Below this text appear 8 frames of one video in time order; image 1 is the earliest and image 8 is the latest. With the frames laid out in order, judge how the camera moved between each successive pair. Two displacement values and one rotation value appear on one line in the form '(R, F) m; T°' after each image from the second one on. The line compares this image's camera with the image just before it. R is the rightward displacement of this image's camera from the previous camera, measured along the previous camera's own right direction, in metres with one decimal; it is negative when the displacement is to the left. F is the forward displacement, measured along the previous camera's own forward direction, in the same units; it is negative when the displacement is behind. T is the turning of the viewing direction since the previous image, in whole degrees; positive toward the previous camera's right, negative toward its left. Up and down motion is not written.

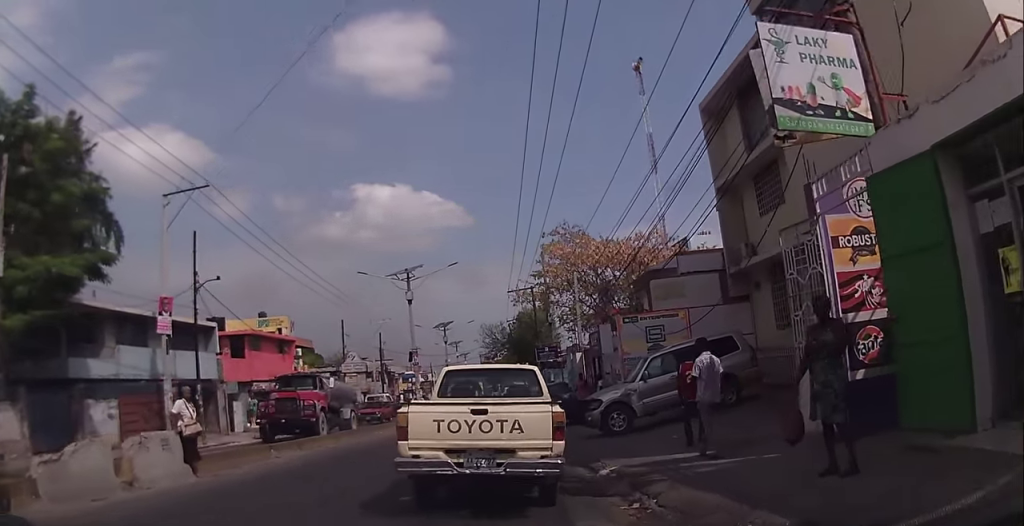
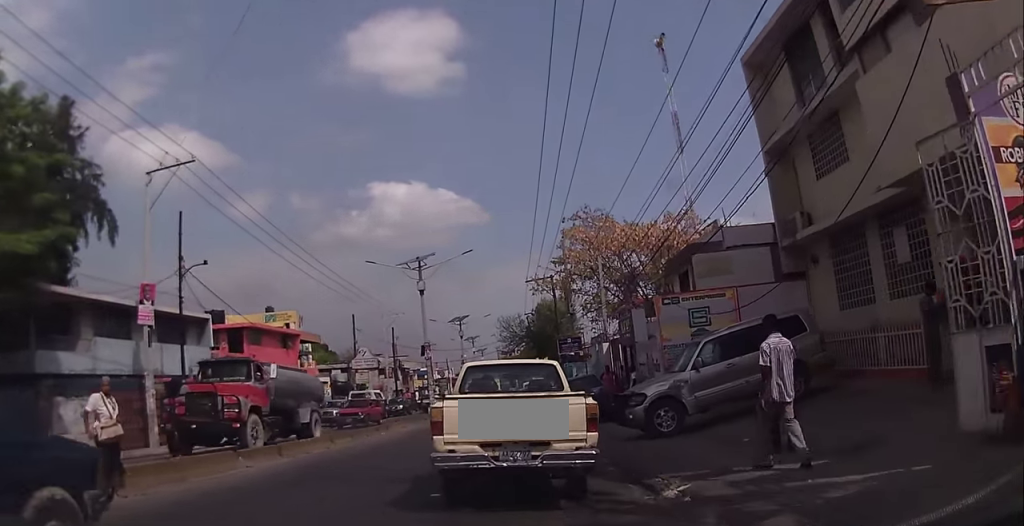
(-0.1, +2.6) m; -2°
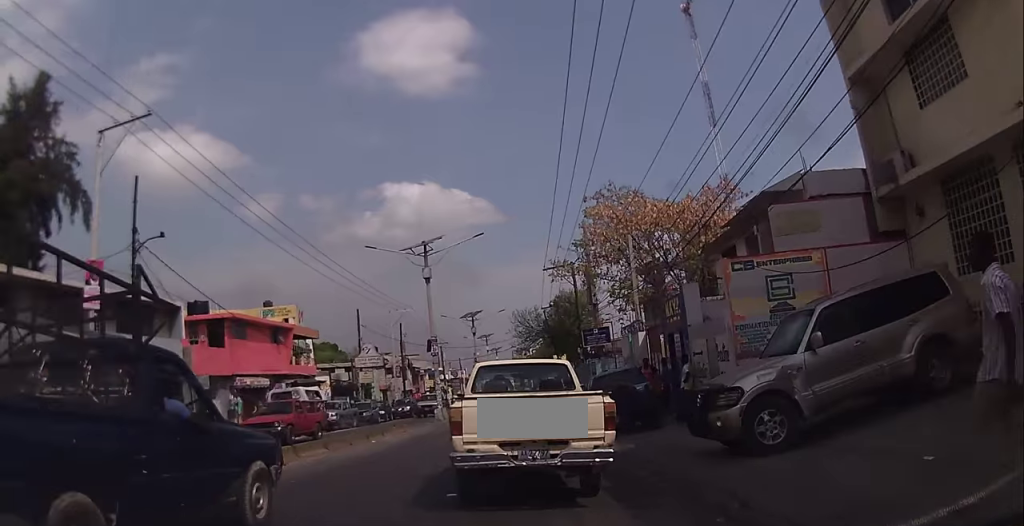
(-0.1, +4.6) m; -6°
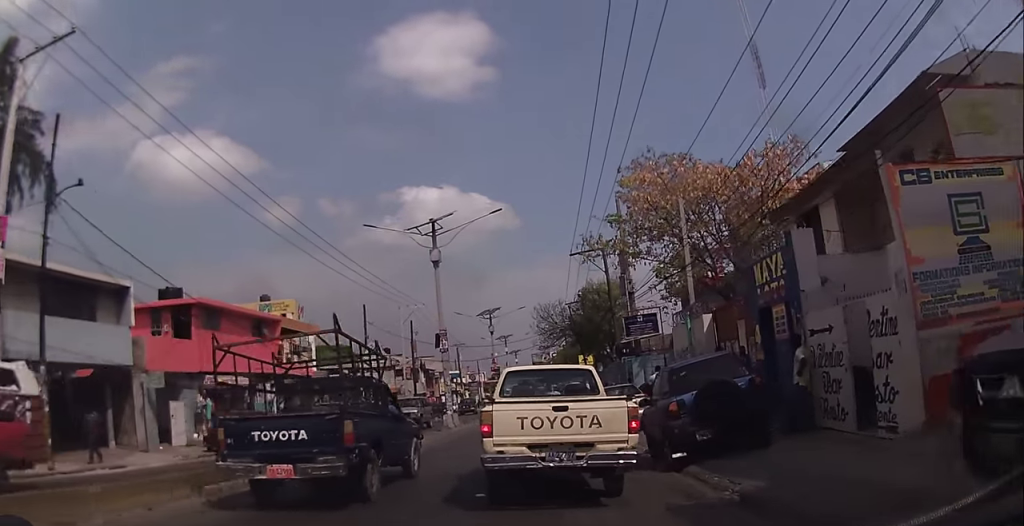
(-0.2, +6.0) m; +2°
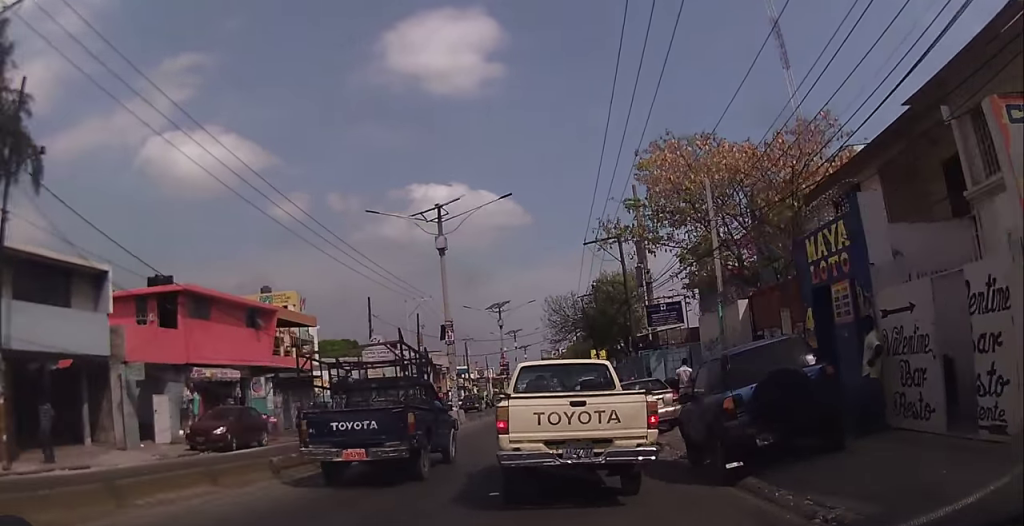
(+0.1, +2.0) m; +3°
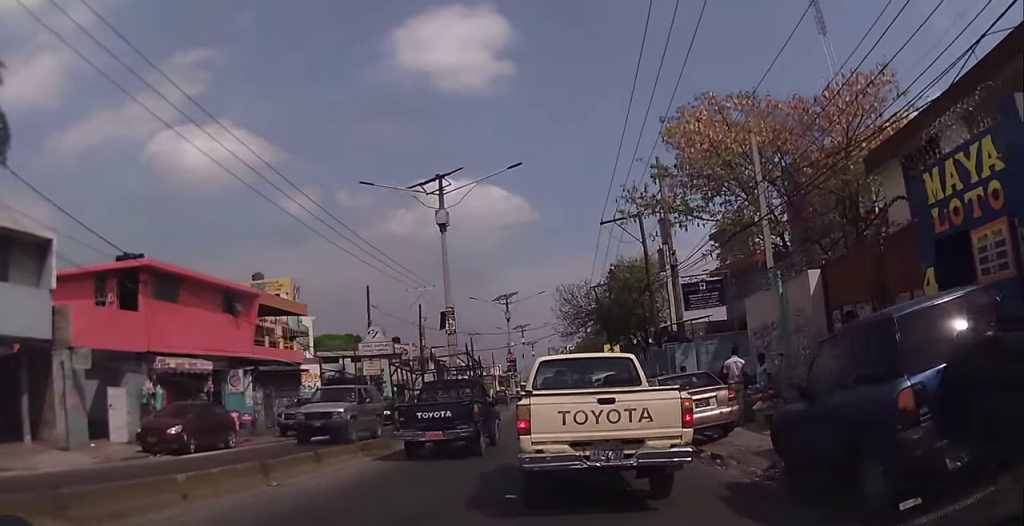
(0.0, +3.5) m; -1°
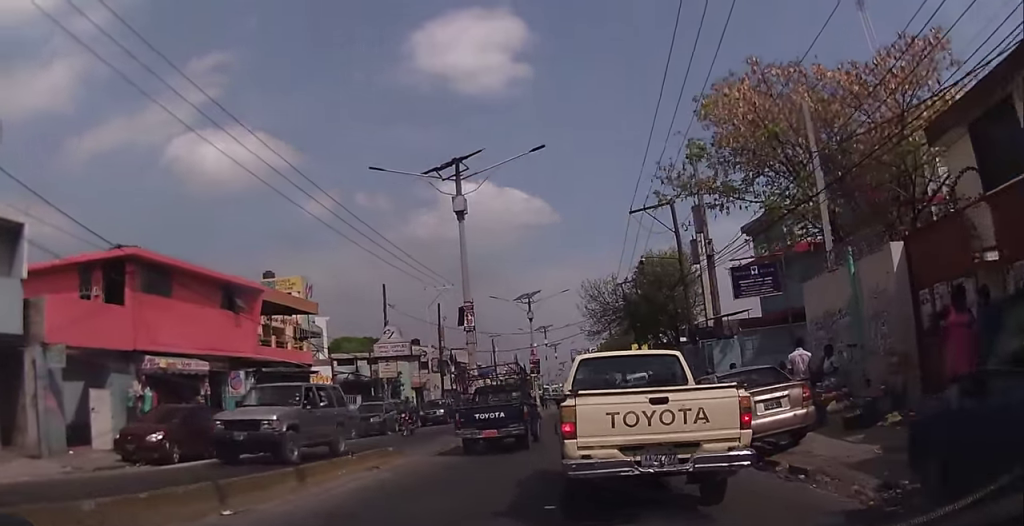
(0.0, +2.3) m; -3°
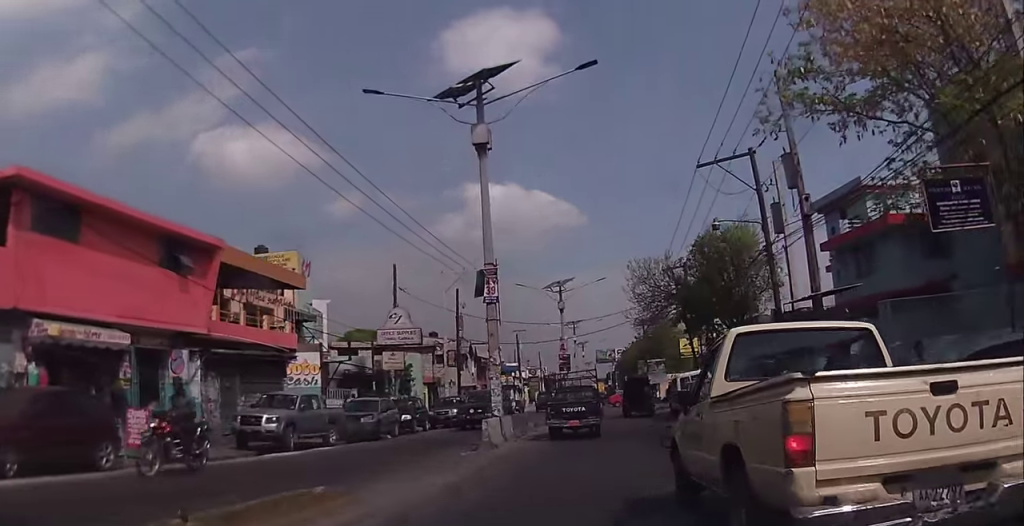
(-0.7, +6.7) m; -7°
